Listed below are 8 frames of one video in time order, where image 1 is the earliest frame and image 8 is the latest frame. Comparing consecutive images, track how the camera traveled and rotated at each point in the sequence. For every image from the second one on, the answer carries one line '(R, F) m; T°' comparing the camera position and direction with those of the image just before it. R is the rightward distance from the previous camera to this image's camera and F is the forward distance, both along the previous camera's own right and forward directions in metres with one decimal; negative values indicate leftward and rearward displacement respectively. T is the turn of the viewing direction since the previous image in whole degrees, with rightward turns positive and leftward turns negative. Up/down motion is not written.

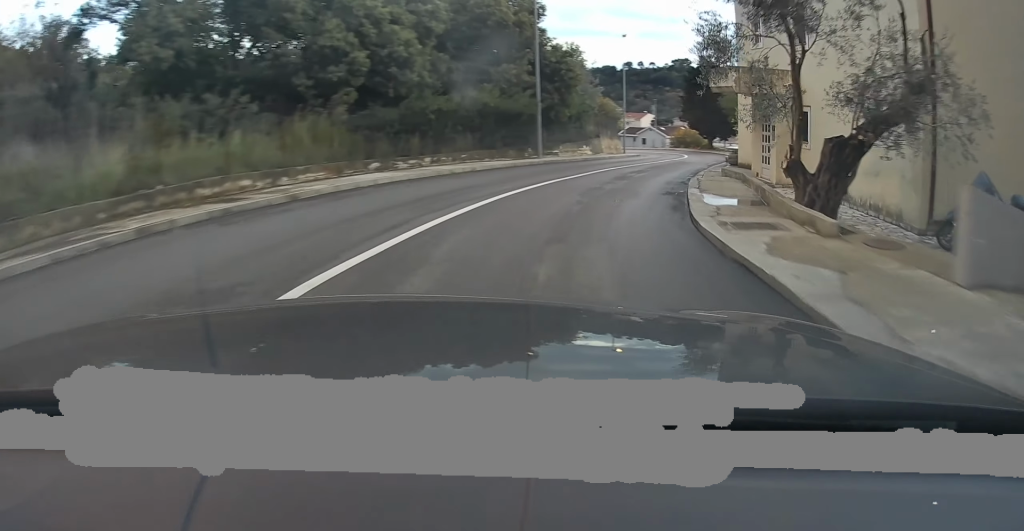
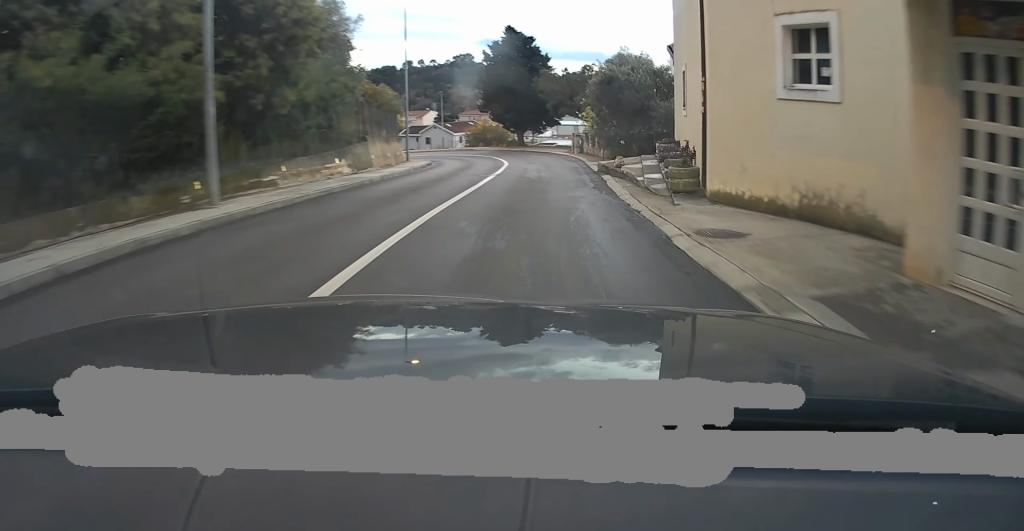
(+3.4, +16.0) m; +21°
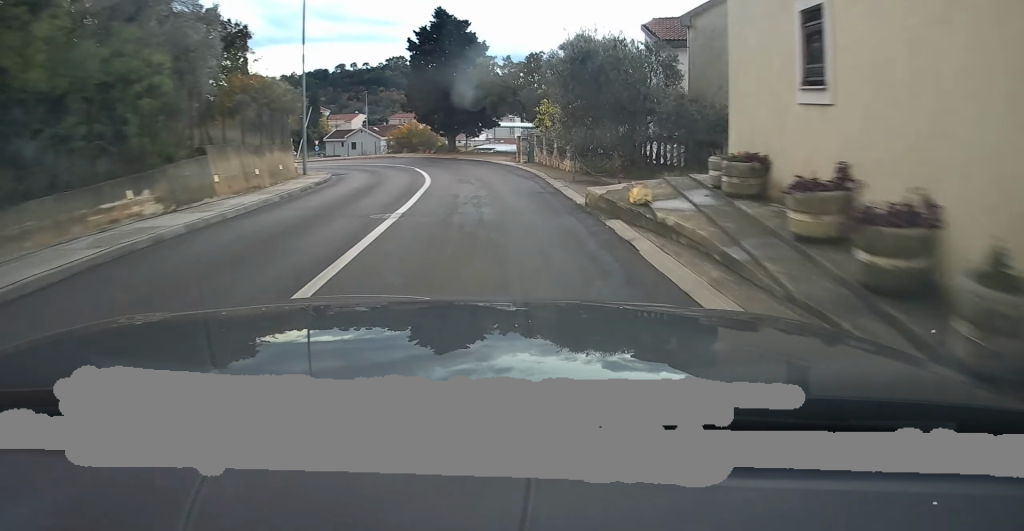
(+0.5, +9.0) m; +5°
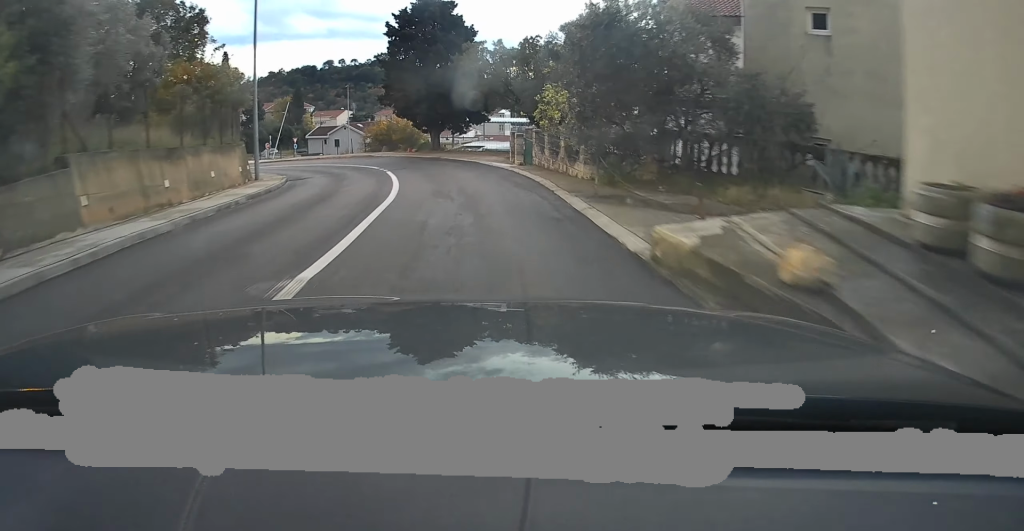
(+0.1, +5.0) m; +2°
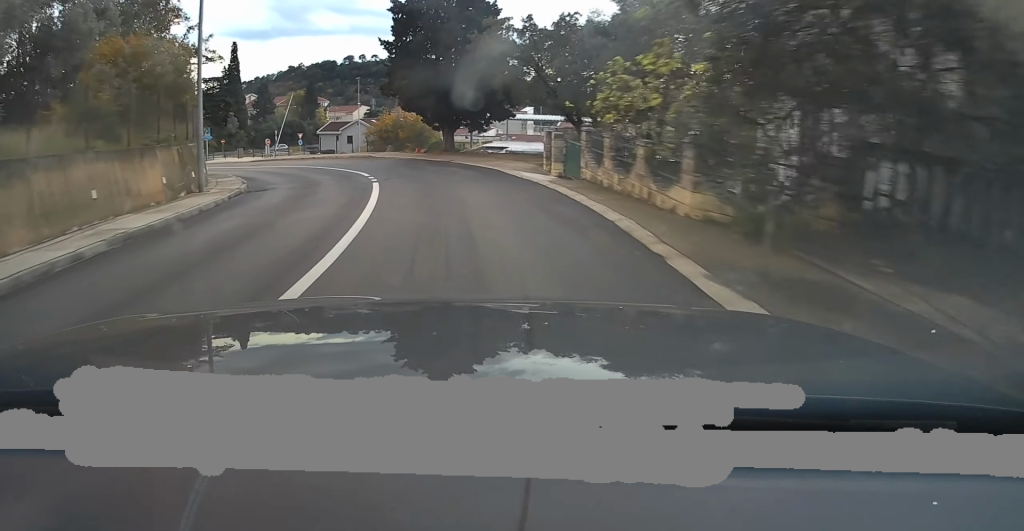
(+0.1, +6.8) m; +2°
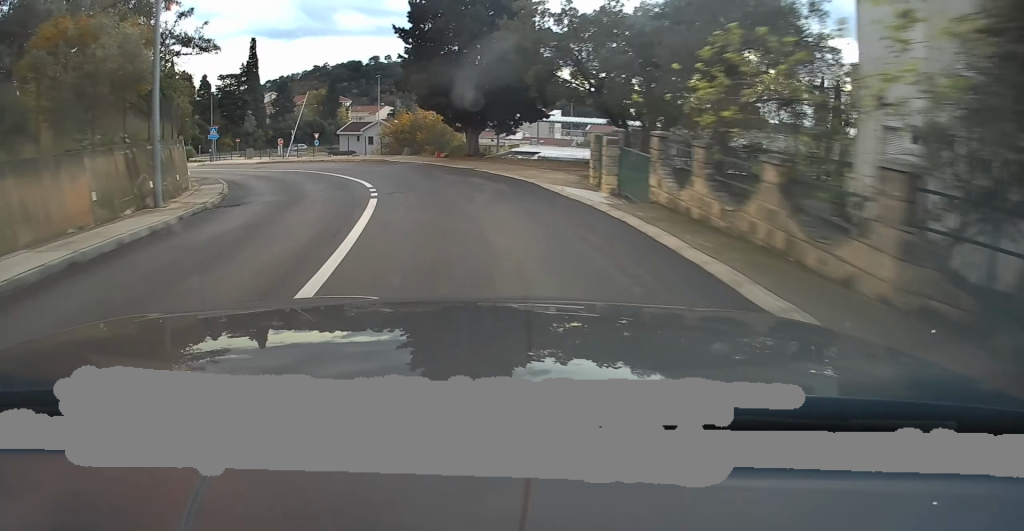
(+0.2, +4.1) m; -1°
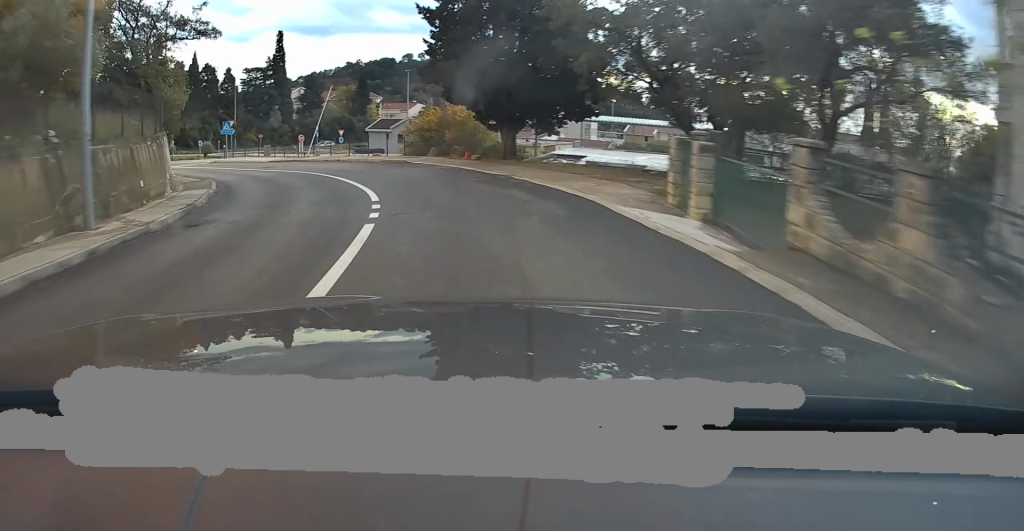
(+0.1, +4.1) m; -1°
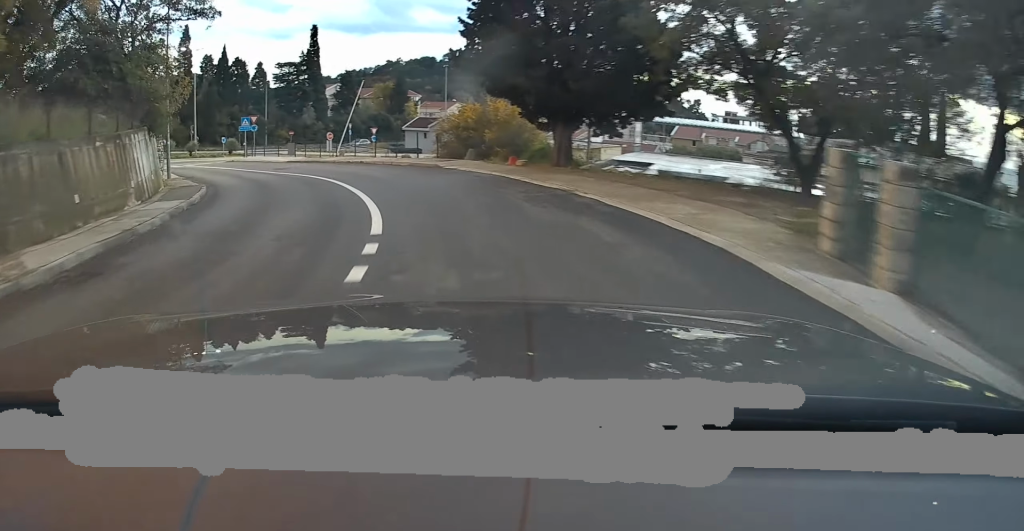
(-0.2, +4.6) m; -4°
